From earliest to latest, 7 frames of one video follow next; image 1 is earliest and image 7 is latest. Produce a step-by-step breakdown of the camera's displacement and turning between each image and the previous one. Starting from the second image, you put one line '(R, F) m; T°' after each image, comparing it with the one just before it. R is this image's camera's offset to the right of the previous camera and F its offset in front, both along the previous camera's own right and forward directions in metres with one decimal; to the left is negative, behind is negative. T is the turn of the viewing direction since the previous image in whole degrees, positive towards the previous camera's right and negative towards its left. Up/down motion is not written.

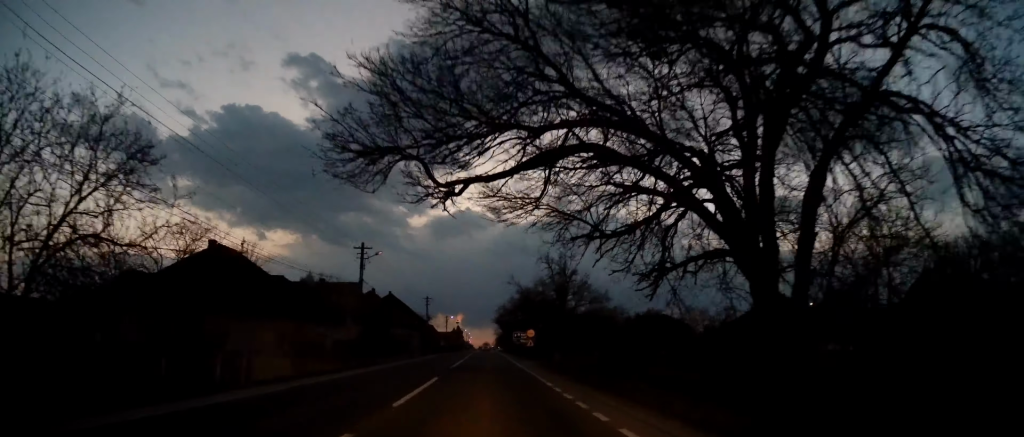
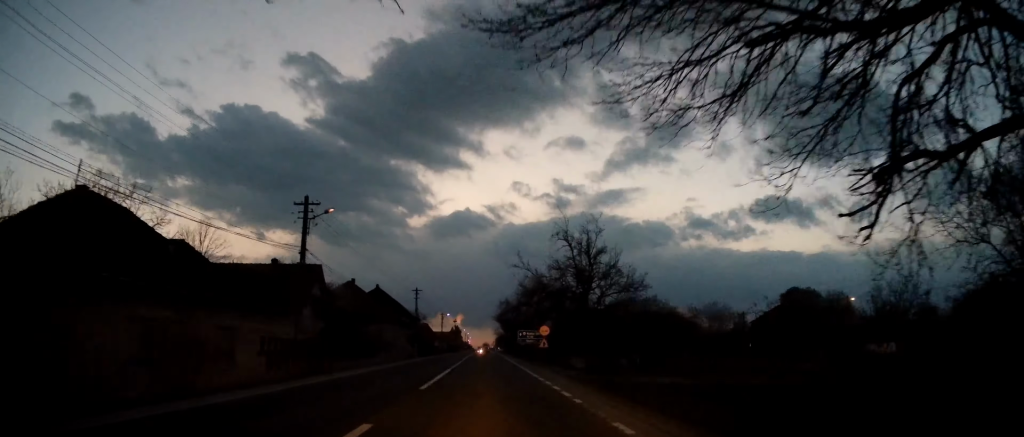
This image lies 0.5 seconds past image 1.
(0.0, +11.0) m; 0°
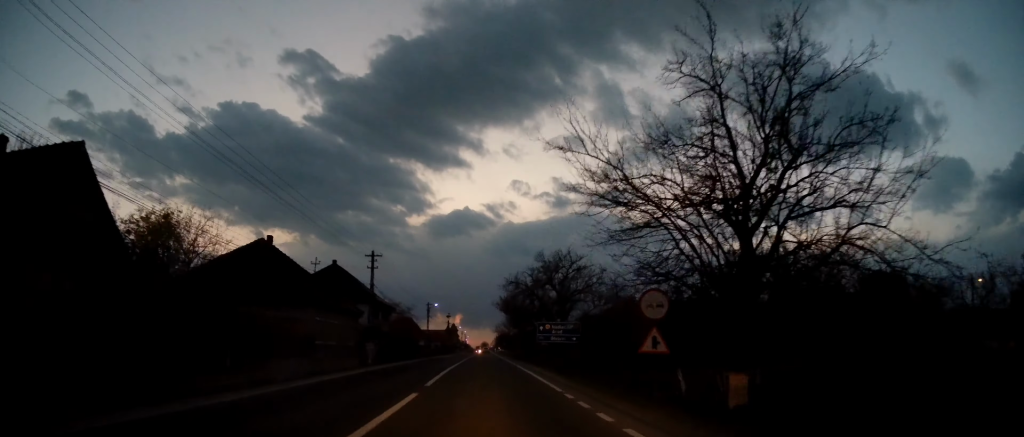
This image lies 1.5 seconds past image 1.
(+0.1, +24.1) m; 0°
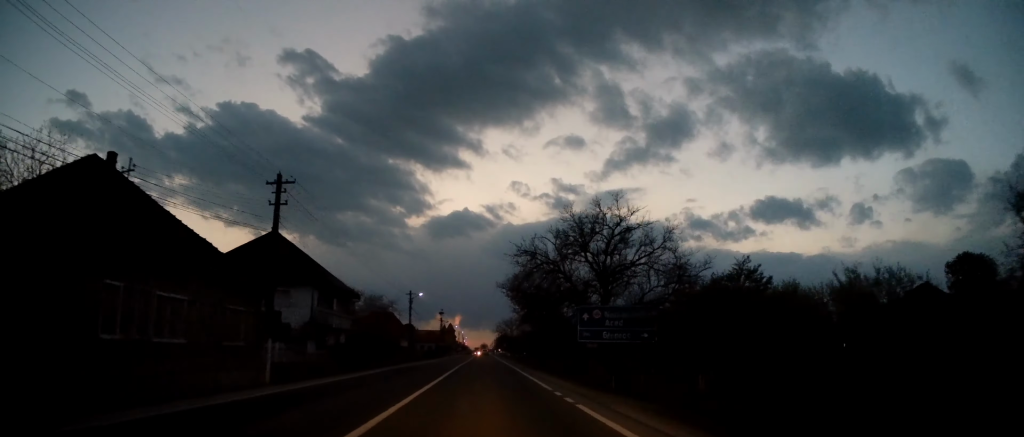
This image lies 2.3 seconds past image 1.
(+0.1, +17.7) m; 0°
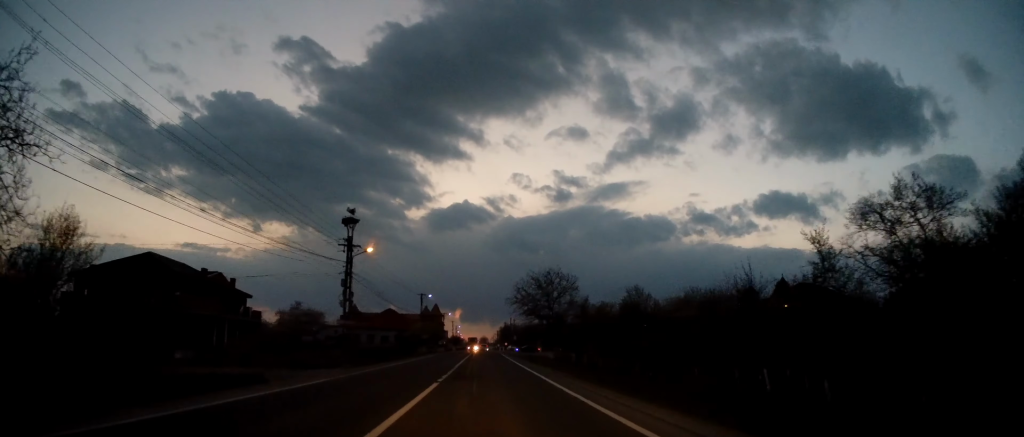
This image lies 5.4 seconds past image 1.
(-0.8, +70.1) m; +1°
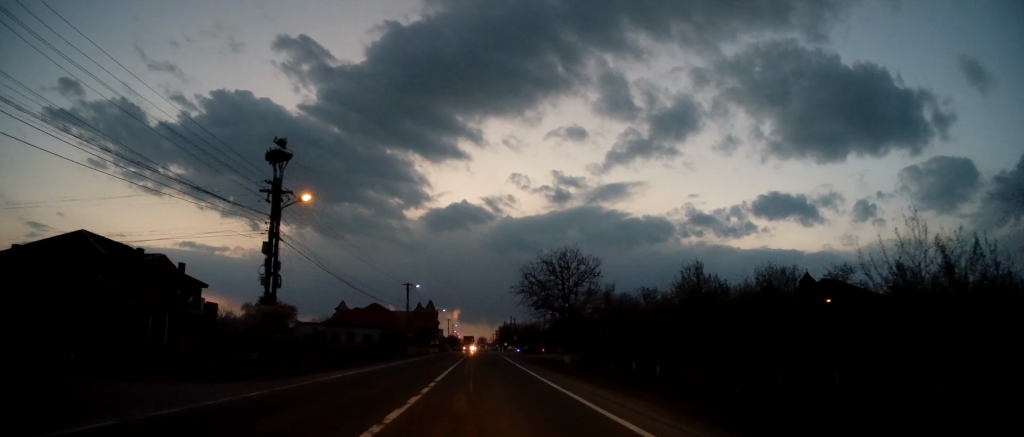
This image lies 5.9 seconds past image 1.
(+0.1, +11.0) m; 0°
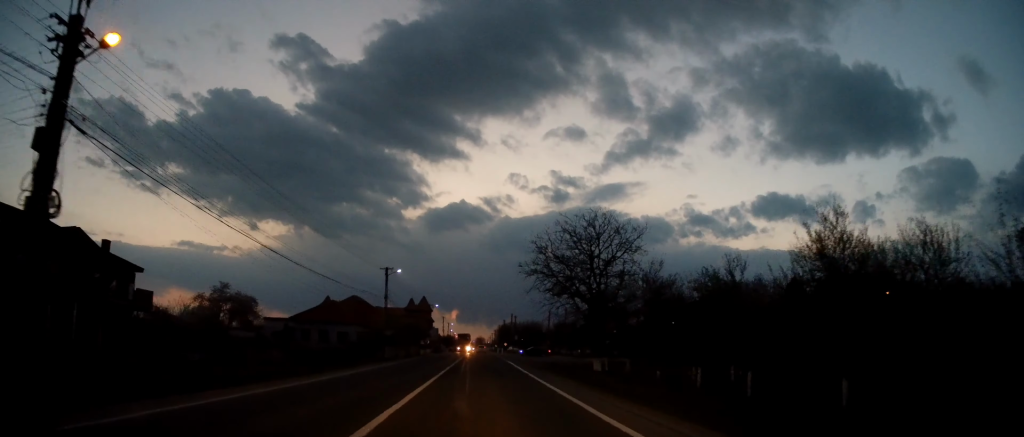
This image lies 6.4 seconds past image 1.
(0.0, +11.7) m; 0°
